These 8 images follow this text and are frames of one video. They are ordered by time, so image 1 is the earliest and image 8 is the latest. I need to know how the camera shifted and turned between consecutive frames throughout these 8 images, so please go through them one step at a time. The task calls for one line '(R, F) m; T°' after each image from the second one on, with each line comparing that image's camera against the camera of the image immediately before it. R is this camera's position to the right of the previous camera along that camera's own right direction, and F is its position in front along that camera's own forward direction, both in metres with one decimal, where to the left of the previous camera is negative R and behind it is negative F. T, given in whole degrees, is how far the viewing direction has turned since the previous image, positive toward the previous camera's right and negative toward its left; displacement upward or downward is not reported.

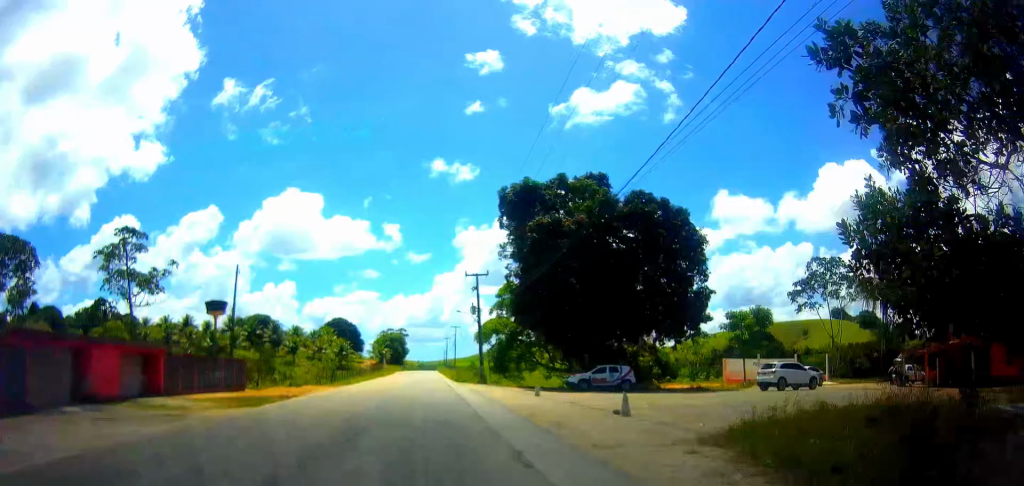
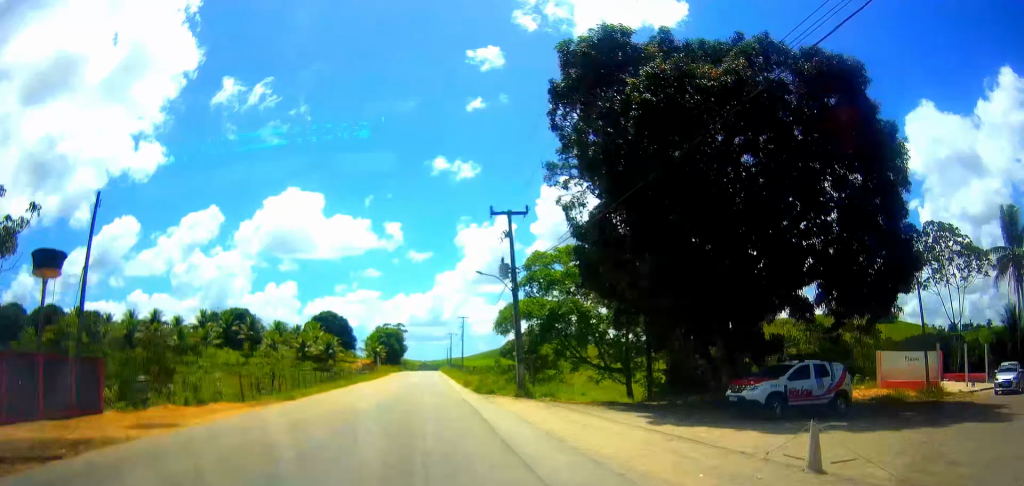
(-0.2, +20.2) m; -2°
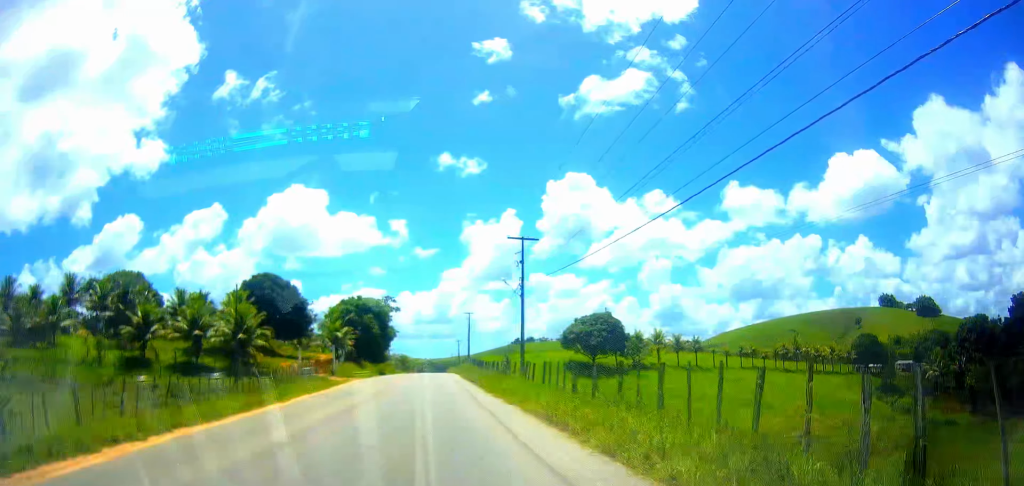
(+0.7, +56.5) m; +1°
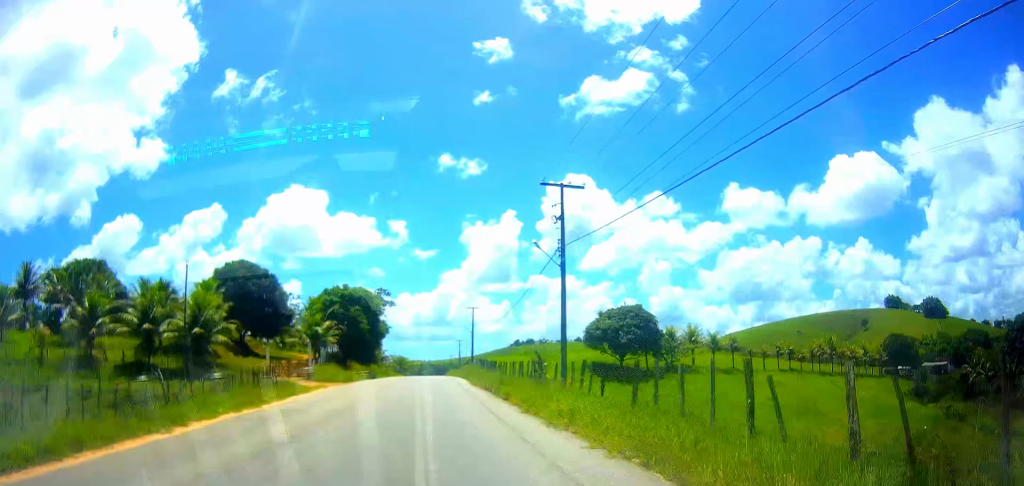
(-0.1, +11.2) m; 0°
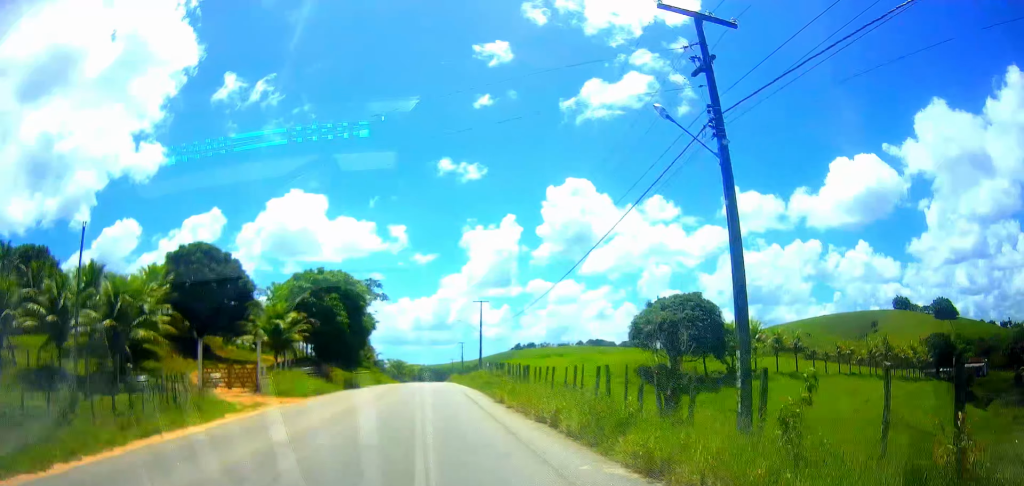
(-0.1, +14.2) m; 0°
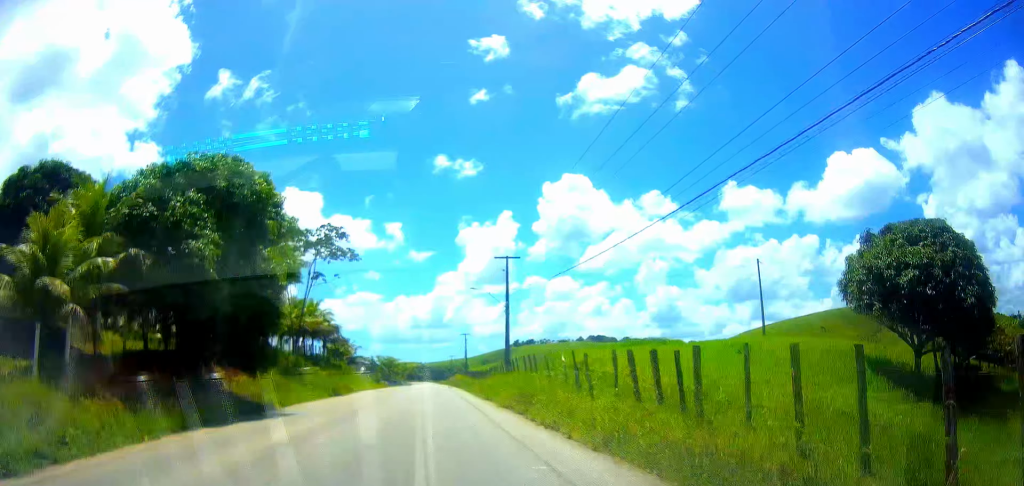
(0.0, +27.4) m; 0°
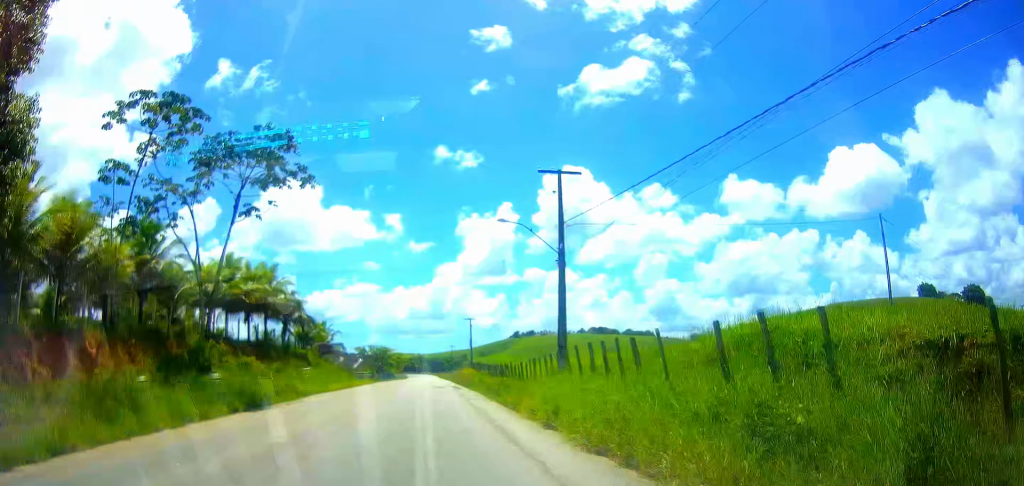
(0.0, +18.3) m; -1°
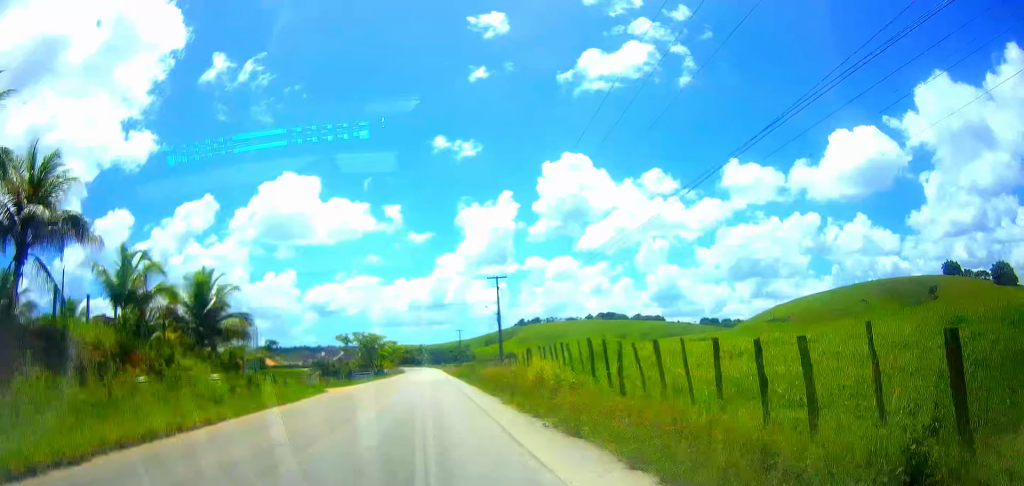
(0.0, +36.3) m; +1°
